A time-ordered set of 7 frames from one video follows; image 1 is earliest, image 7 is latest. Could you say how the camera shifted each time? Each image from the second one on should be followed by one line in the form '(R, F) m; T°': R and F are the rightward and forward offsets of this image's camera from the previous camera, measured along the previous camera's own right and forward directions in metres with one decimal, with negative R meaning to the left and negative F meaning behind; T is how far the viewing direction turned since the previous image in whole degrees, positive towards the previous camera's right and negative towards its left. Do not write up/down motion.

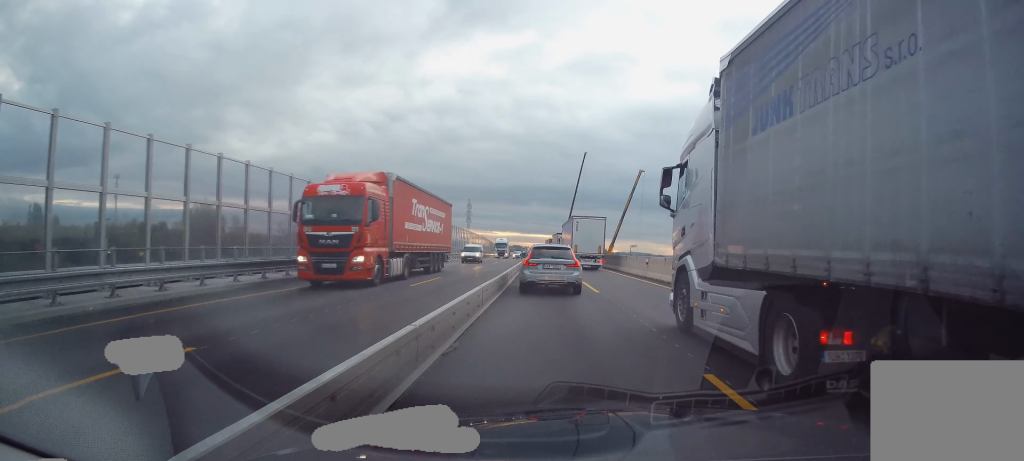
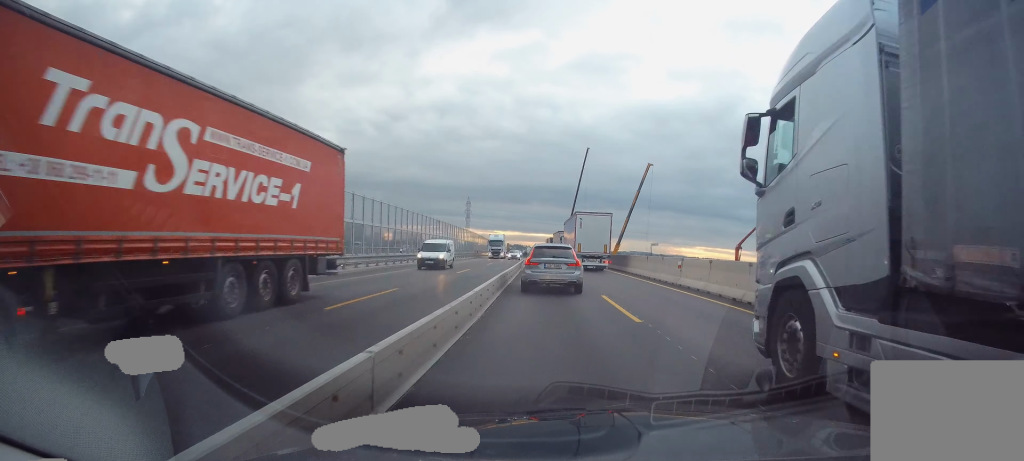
(+0.2, +7.4) m; 0°
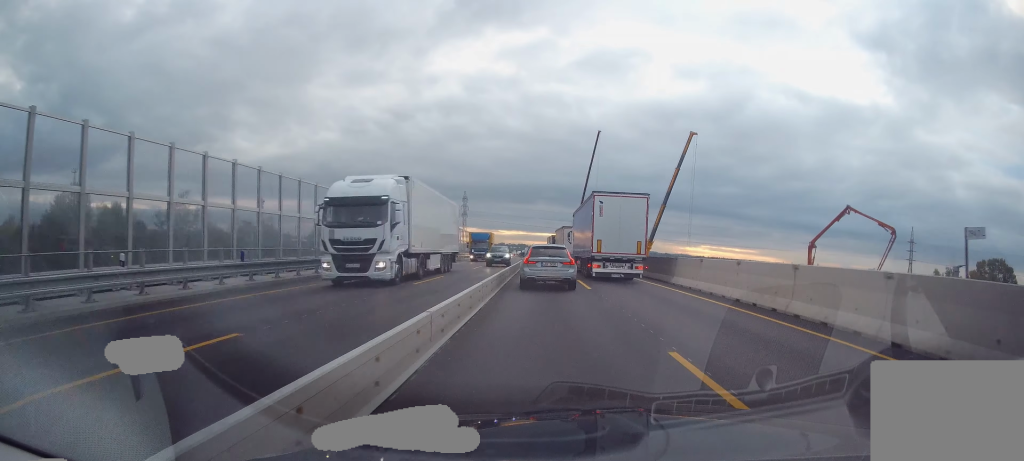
(-0.7, +27.0) m; -3°
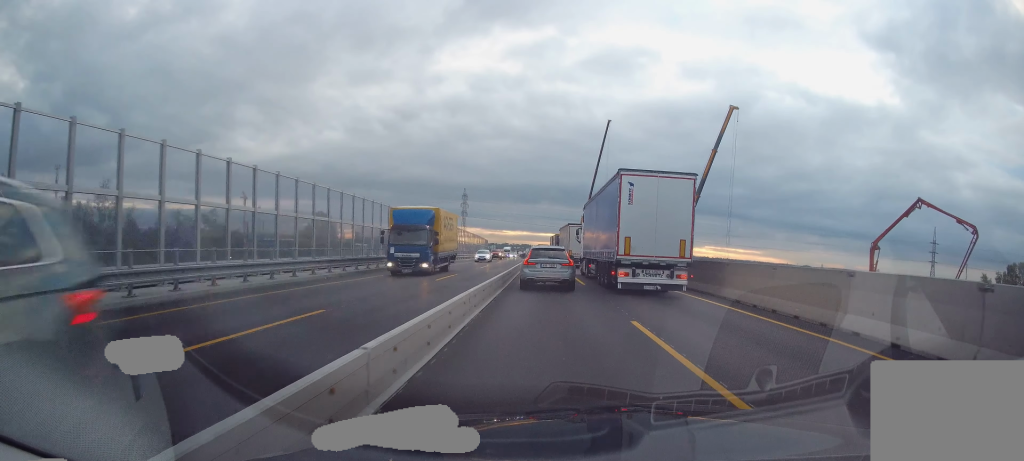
(0.0, +14.6) m; 0°
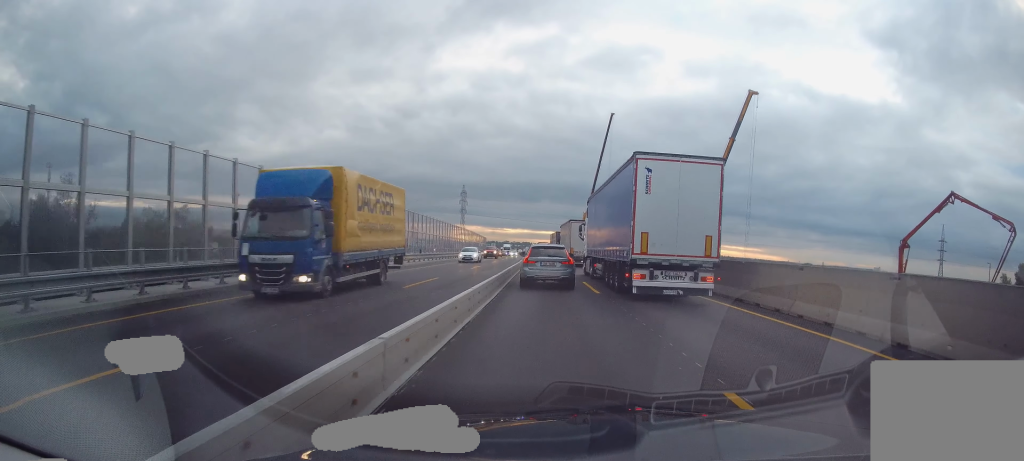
(0.0, +5.7) m; +1°
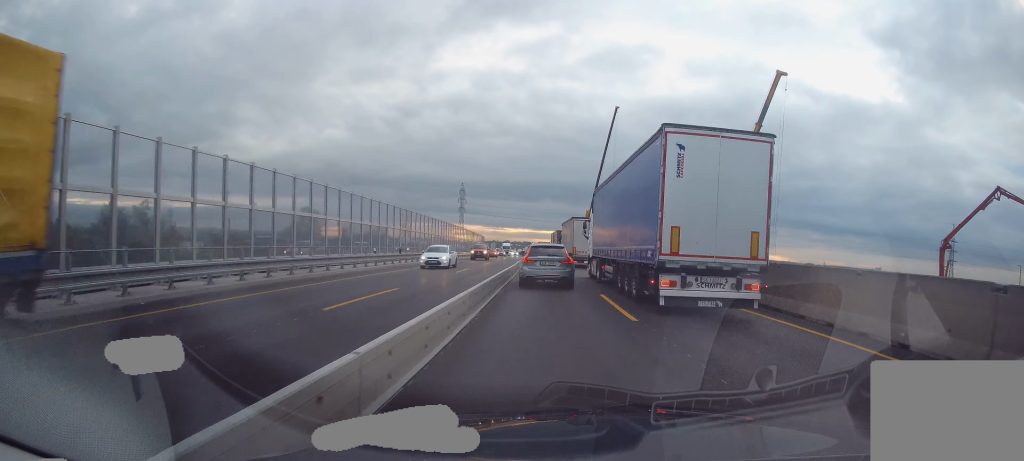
(-0.1, +6.7) m; +1°
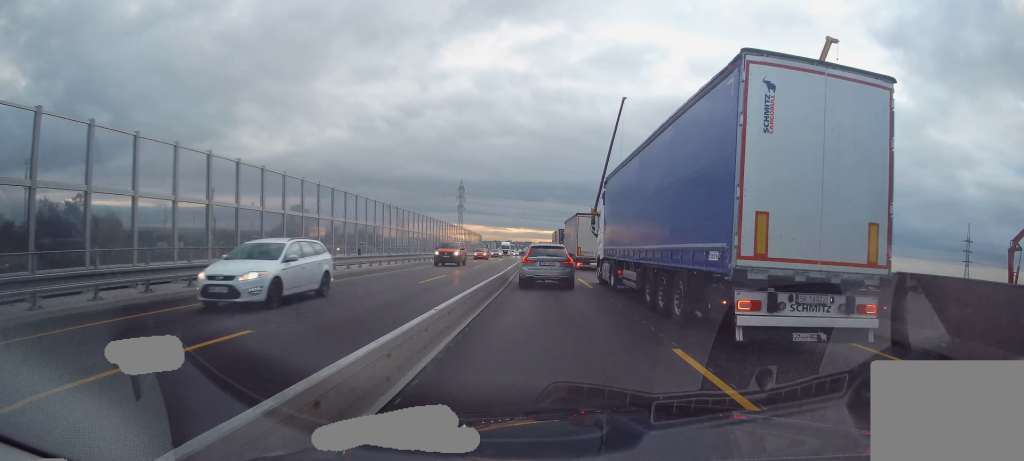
(+0.4, +9.1) m; 0°
